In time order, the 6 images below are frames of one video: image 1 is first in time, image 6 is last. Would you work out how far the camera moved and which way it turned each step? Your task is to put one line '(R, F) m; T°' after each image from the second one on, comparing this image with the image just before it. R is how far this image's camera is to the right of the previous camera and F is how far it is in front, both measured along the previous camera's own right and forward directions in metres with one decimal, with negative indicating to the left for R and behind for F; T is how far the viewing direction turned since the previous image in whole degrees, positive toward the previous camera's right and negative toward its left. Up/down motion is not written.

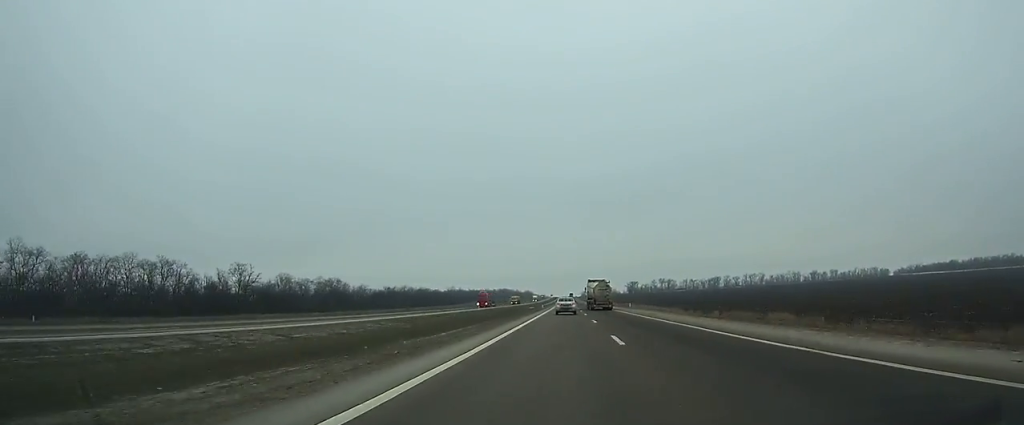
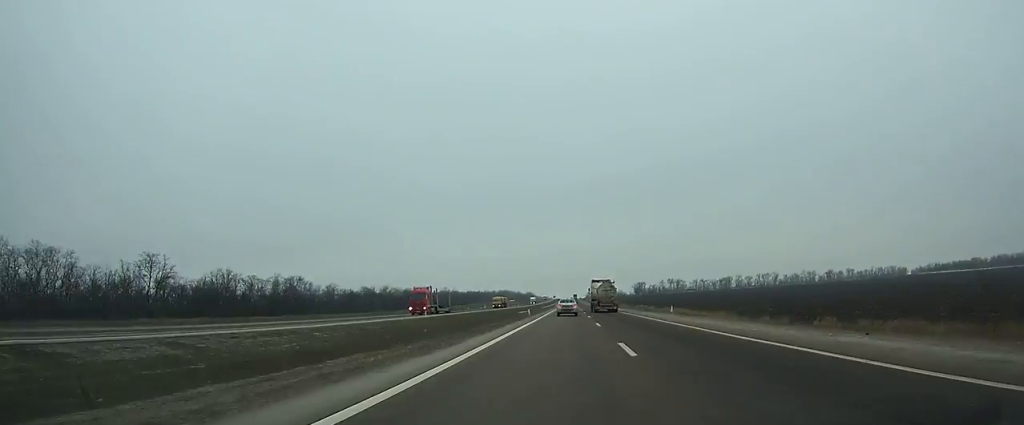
(+0.1, +35.8) m; 0°
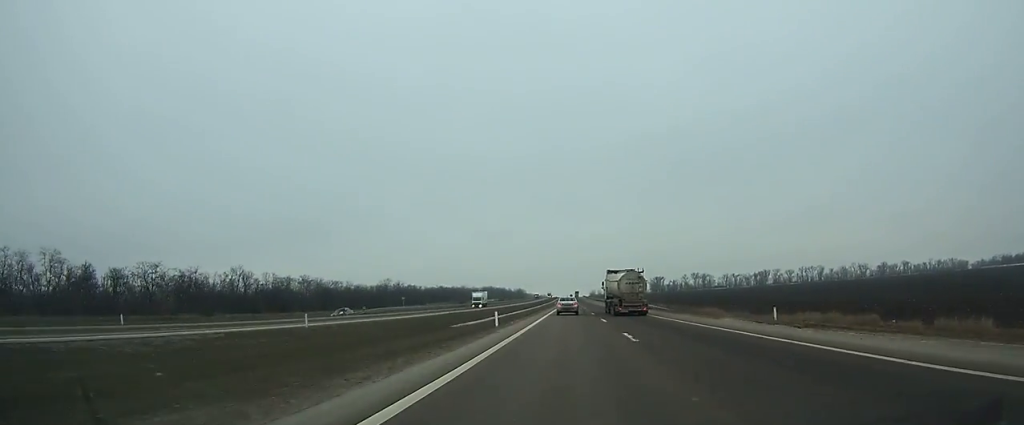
(-0.7, +124.8) m; -1°
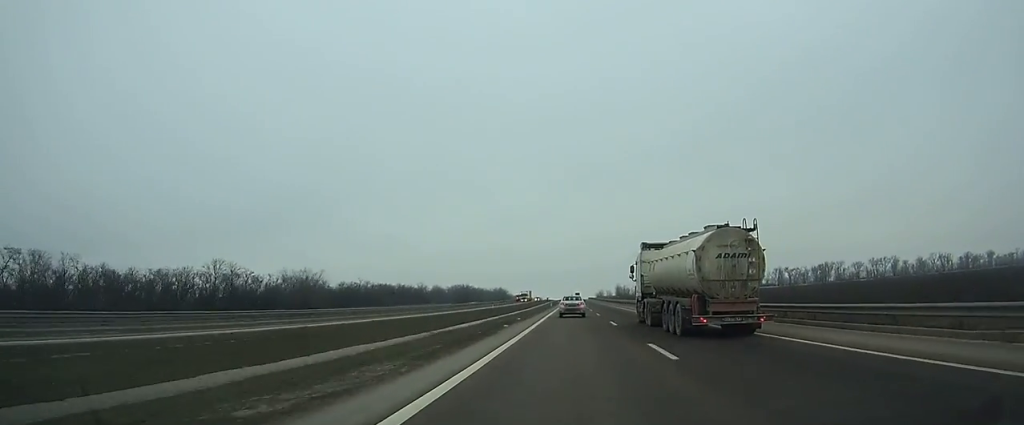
(-0.3, +131.0) m; 0°
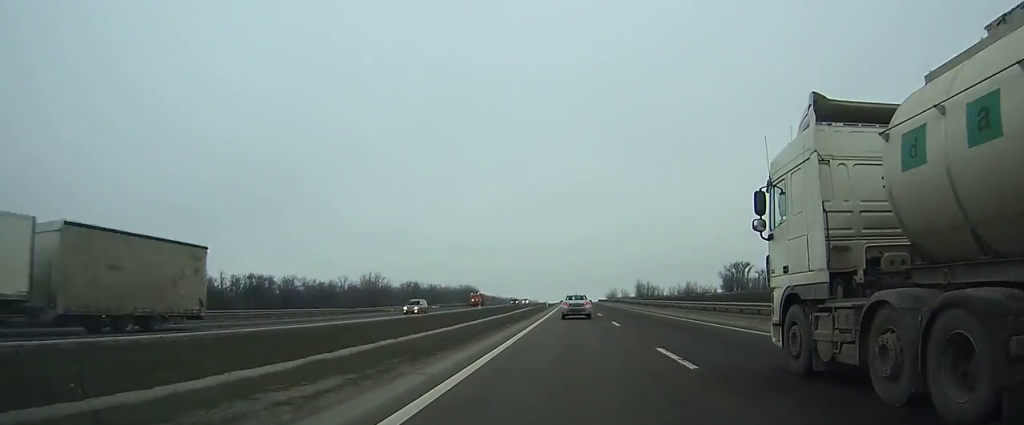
(+0.2, +112.5) m; 0°
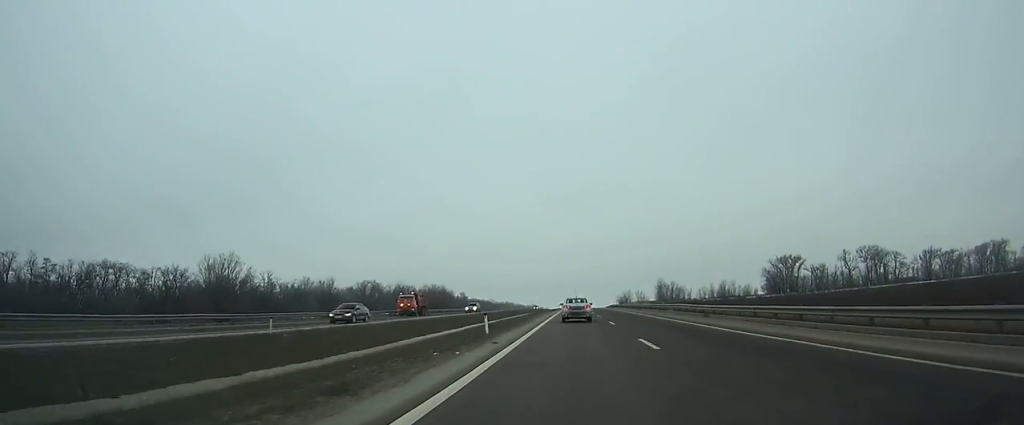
(-0.2, +59.1) m; 0°
